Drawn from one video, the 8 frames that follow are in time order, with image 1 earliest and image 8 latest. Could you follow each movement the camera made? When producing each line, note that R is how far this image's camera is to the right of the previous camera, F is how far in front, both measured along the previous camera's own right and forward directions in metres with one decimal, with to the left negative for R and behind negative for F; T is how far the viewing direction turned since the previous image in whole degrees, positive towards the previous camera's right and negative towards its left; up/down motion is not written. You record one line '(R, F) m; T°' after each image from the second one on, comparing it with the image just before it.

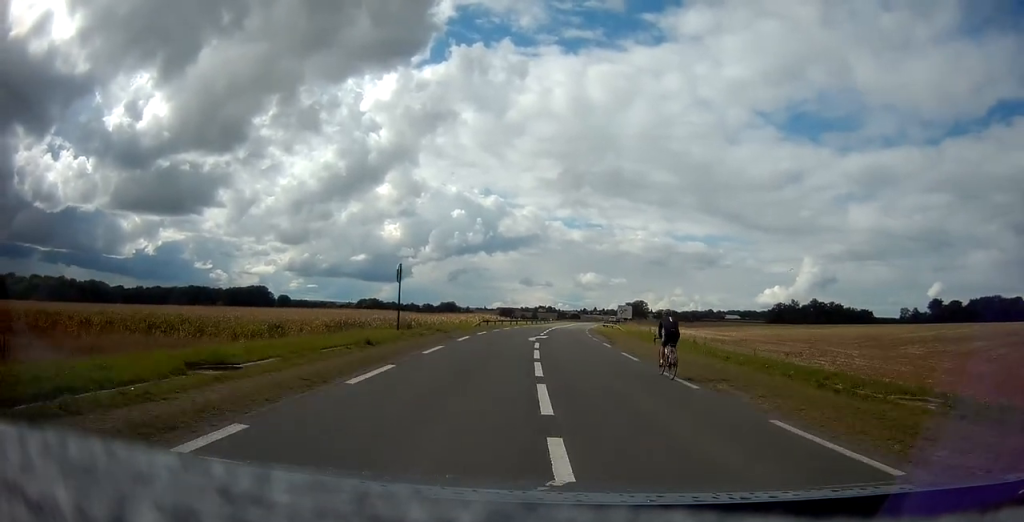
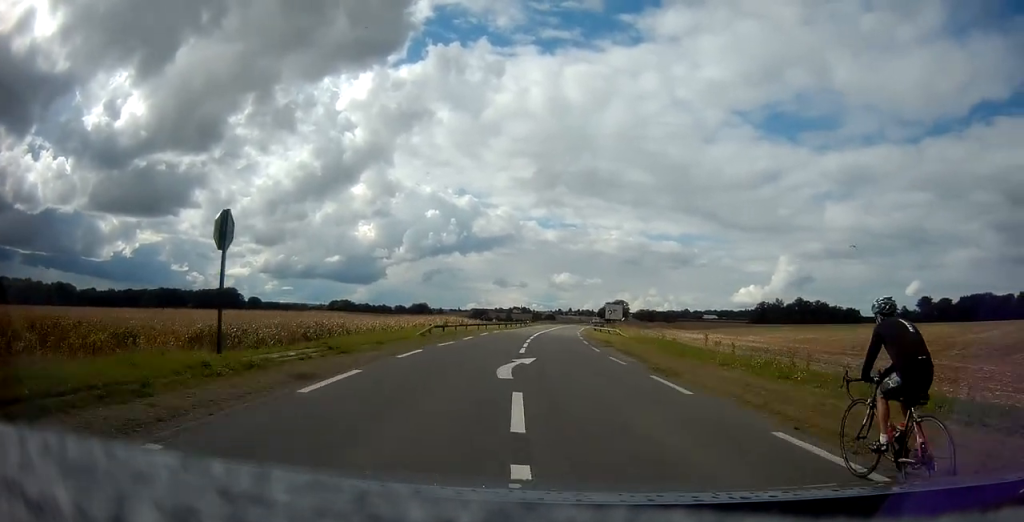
(+0.1, +13.9) m; +3°
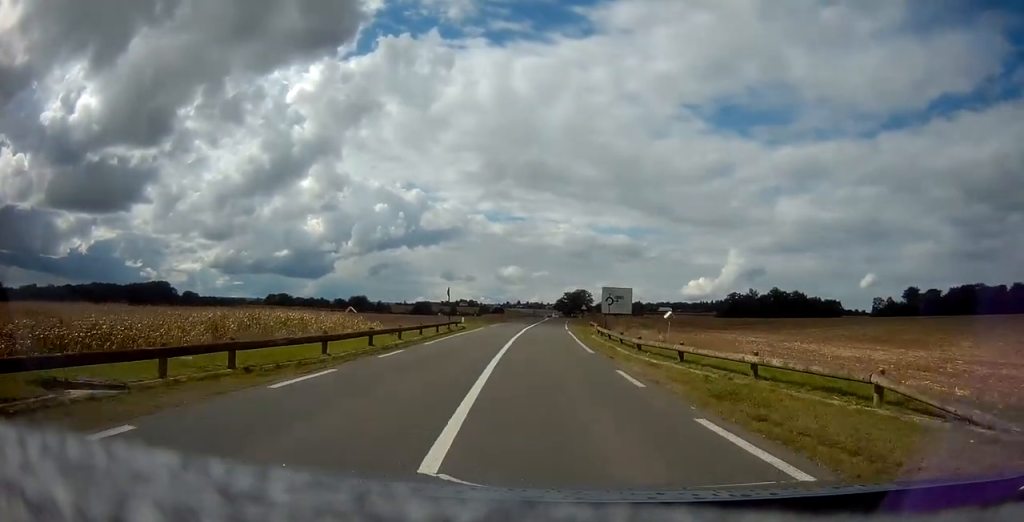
(+2.0, +38.2) m; +4°
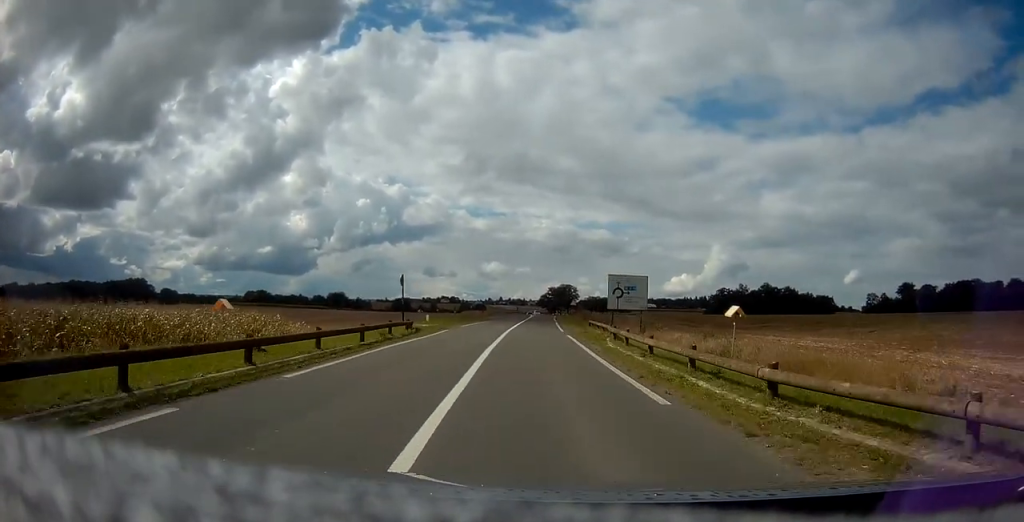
(+0.2, +11.8) m; +1°
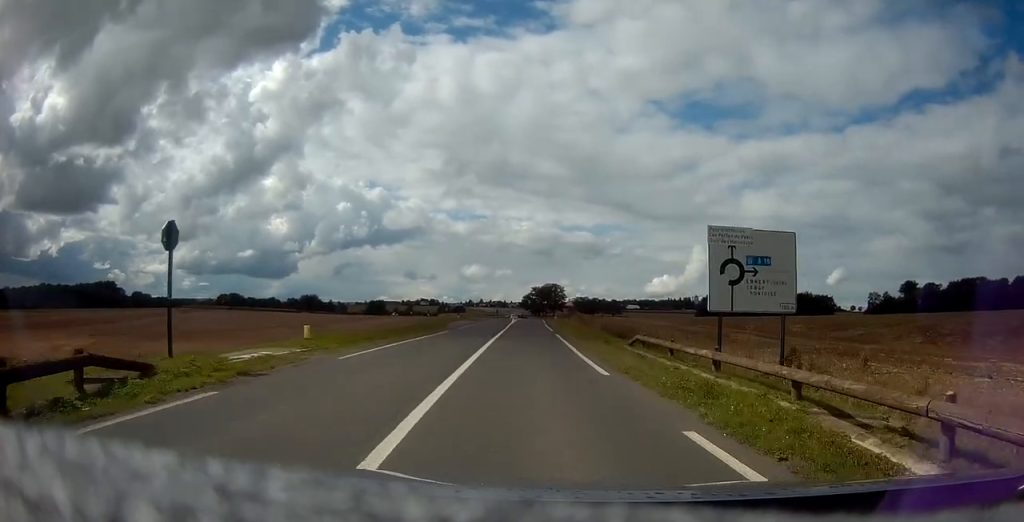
(+0.5, +21.9) m; +2°
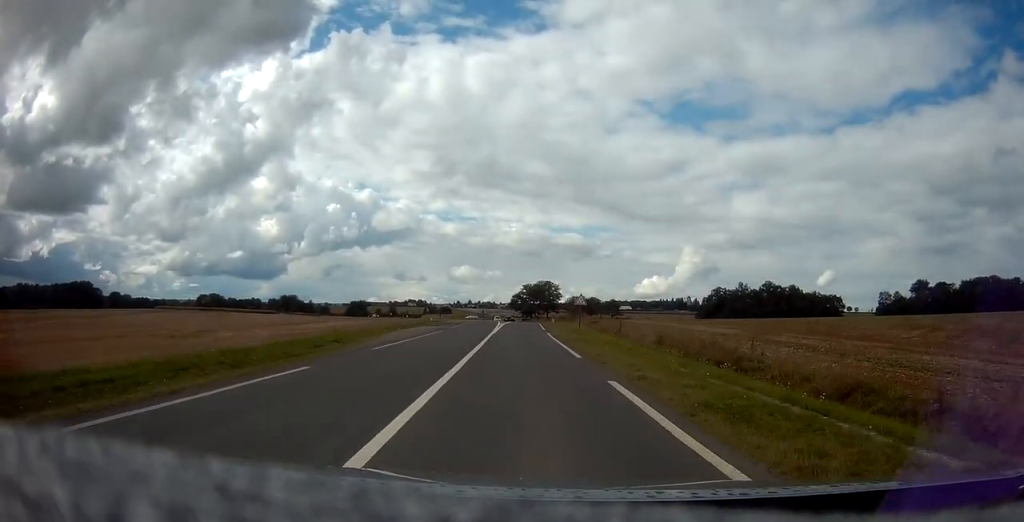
(+0.2, +21.4) m; +1°
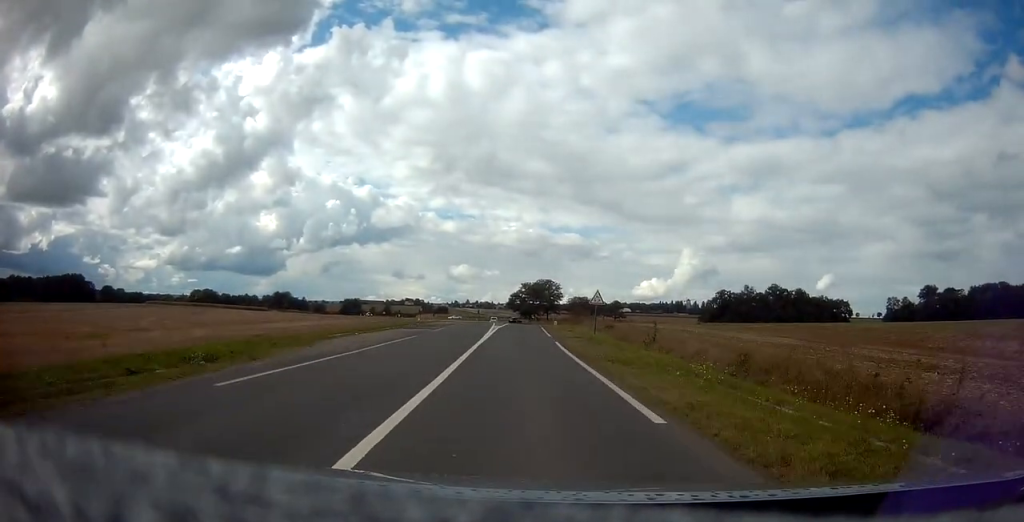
(+0.1, +9.9) m; +1°
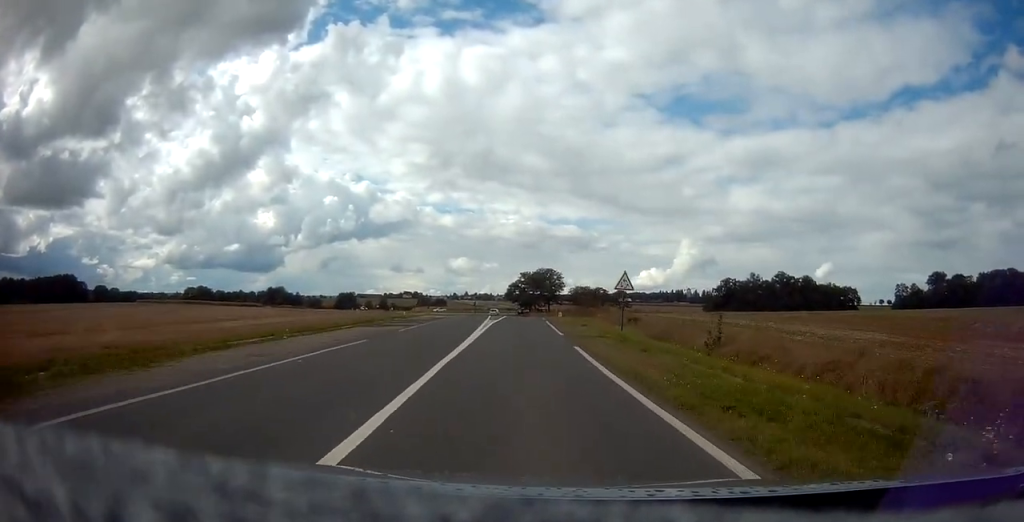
(+0.1, +9.1) m; +1°
